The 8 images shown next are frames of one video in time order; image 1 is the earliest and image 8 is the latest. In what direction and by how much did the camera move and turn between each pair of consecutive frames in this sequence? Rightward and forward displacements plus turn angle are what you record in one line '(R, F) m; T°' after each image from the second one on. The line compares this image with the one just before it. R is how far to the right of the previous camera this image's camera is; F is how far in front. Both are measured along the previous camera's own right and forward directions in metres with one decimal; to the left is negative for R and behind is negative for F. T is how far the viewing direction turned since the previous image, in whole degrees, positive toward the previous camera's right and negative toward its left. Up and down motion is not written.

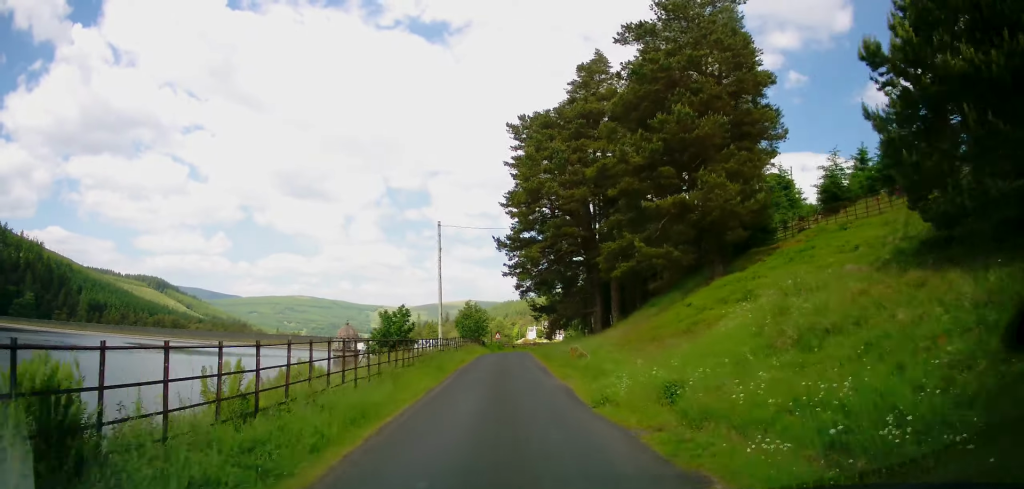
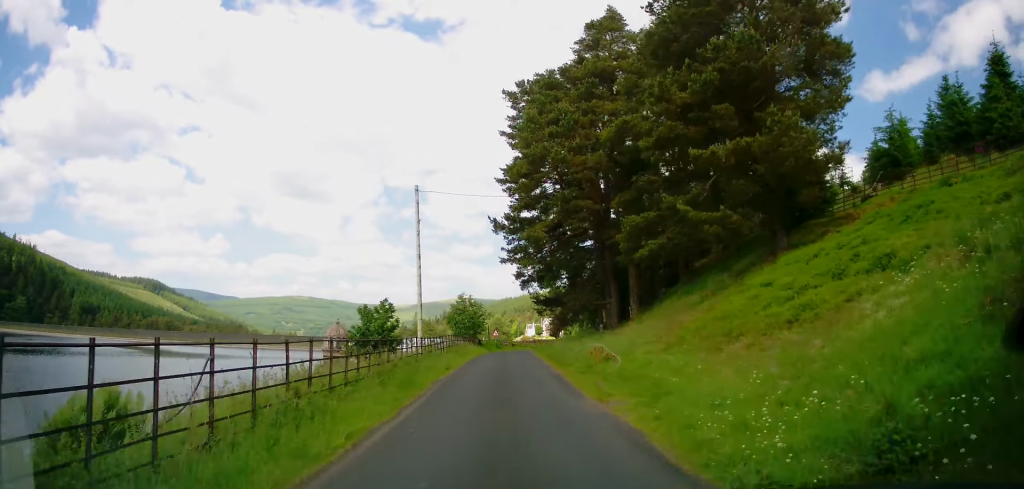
(0.0, +6.5) m; 0°
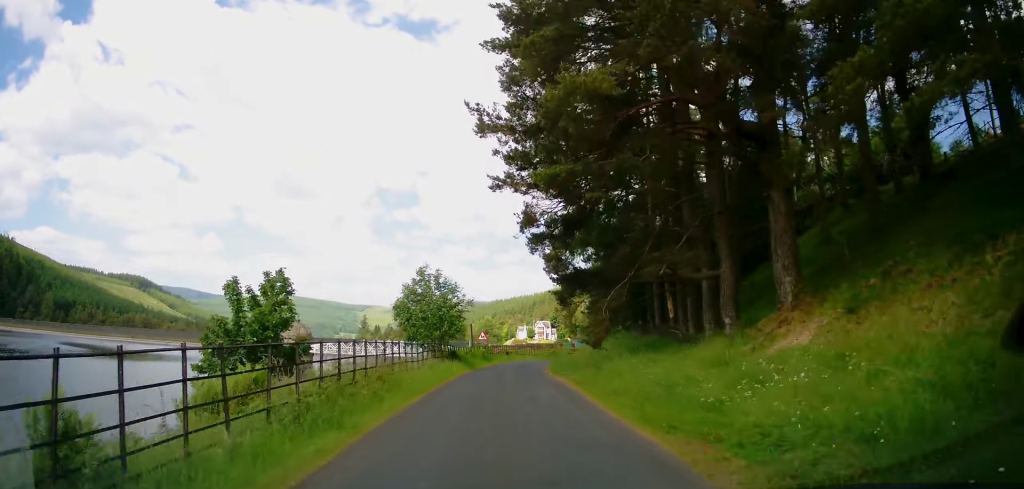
(0.0, +19.7) m; 0°
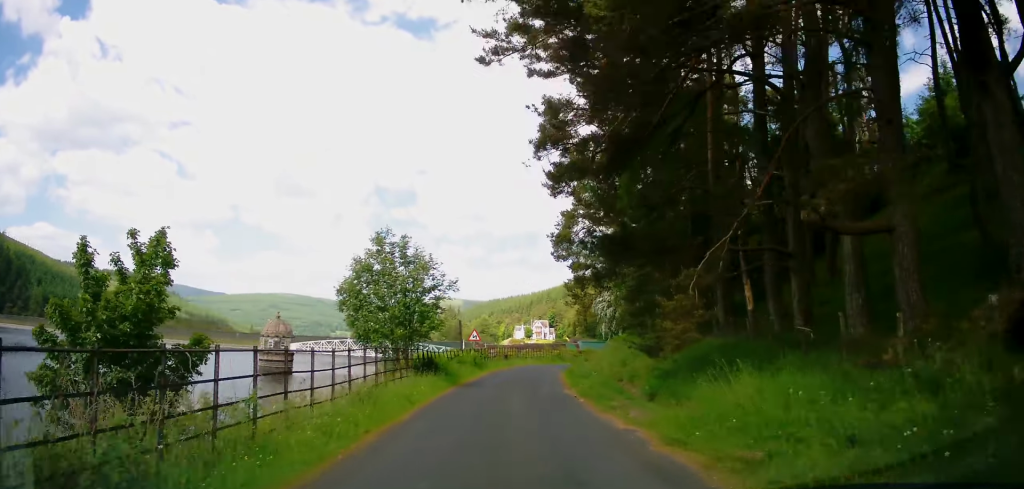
(+0.1, +8.8) m; +2°
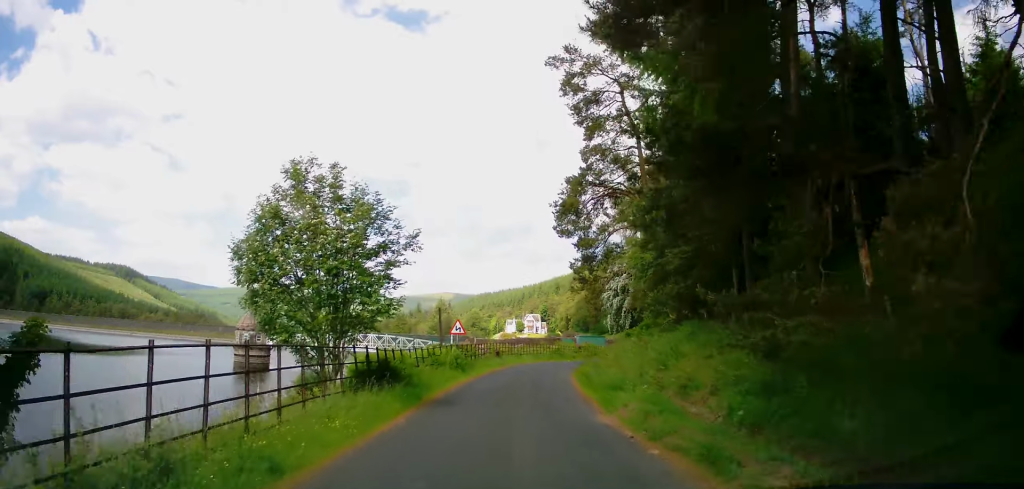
(0.0, +6.9) m; +2°
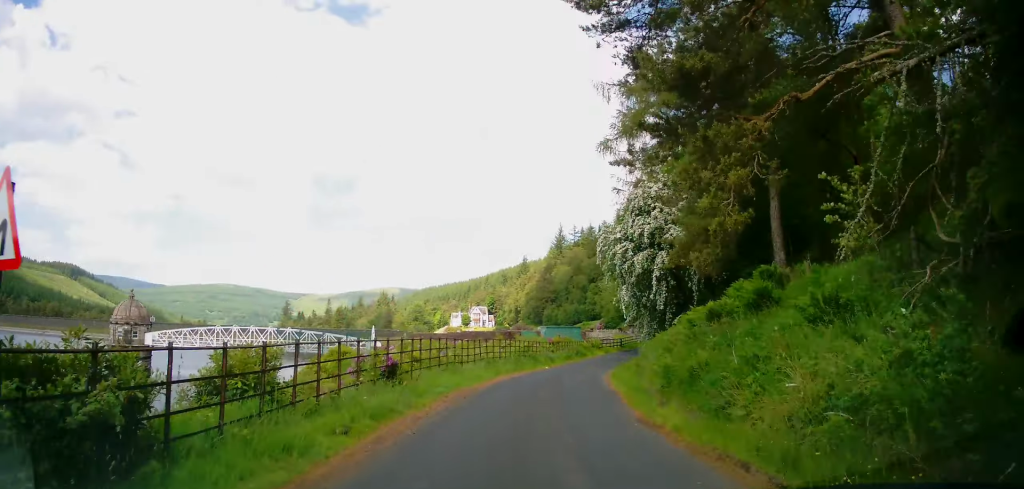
(-0.1, +21.7) m; 0°
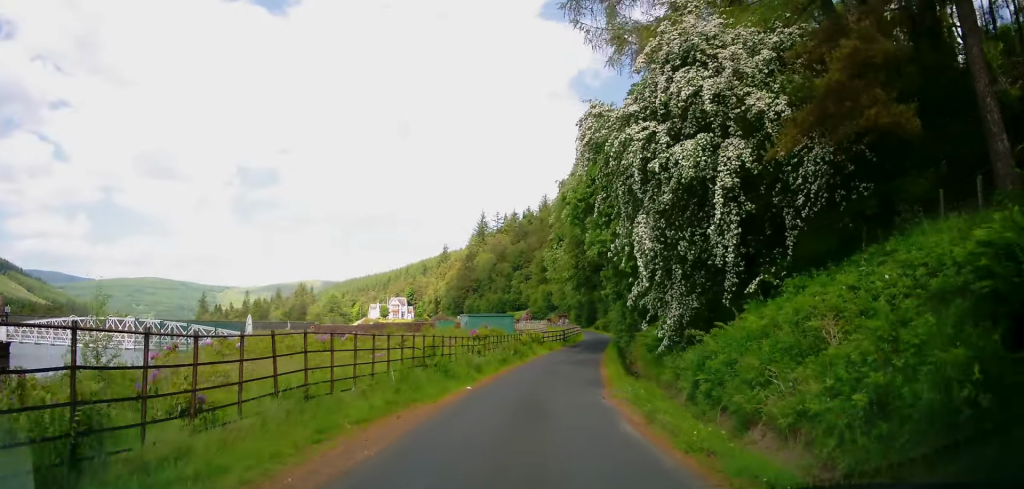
(+1.2, +13.8) m; +10°
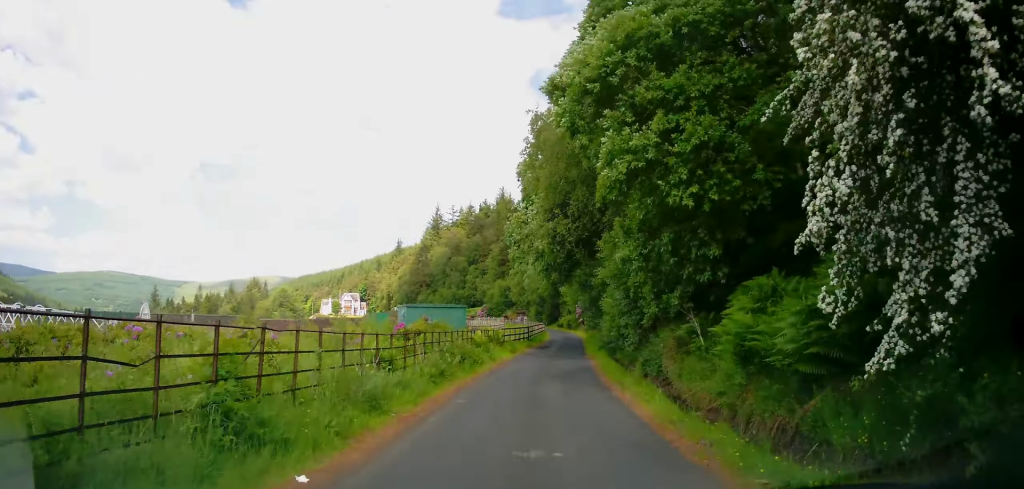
(+0.6, +9.8) m; +6°
